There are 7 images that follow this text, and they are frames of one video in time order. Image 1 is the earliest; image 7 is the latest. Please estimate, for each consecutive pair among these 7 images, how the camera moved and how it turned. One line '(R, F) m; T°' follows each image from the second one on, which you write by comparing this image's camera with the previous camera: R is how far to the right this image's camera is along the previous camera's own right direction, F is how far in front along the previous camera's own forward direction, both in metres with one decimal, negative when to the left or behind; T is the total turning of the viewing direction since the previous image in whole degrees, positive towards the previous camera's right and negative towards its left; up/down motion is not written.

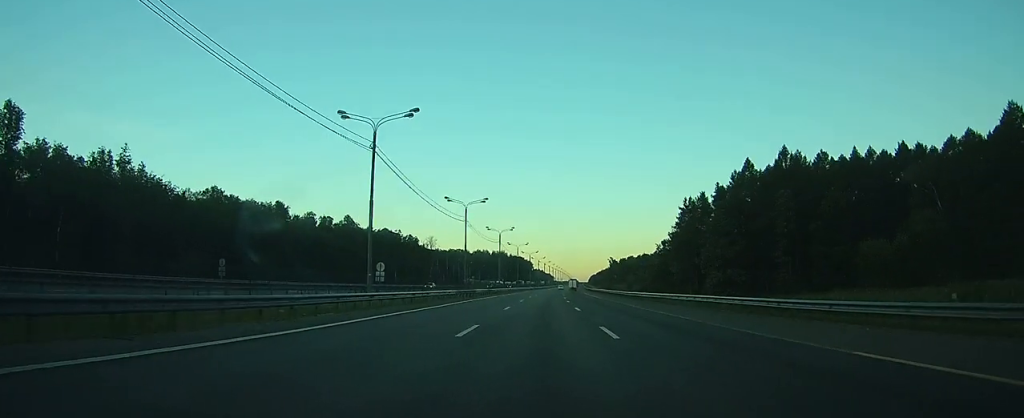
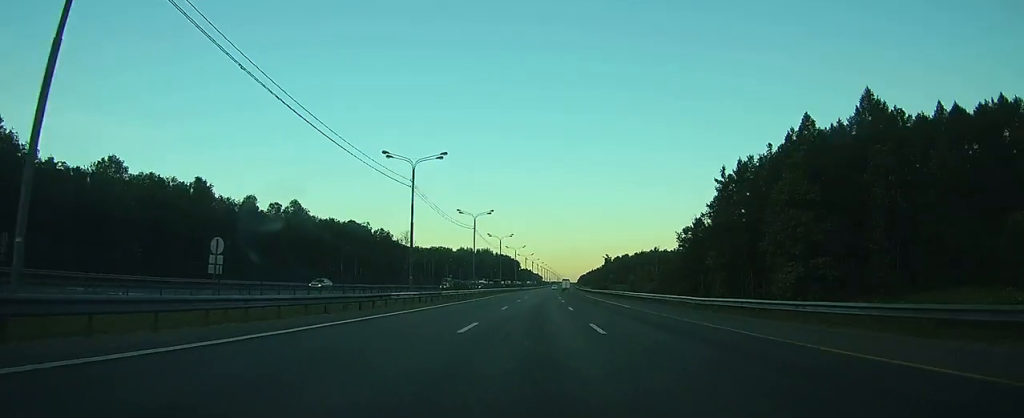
(+0.4, +30.3) m; +1°
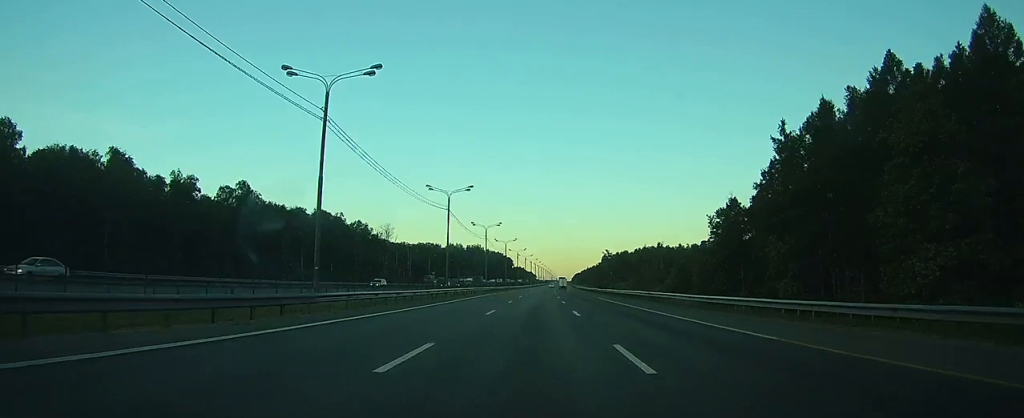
(+0.2, +23.4) m; +1°
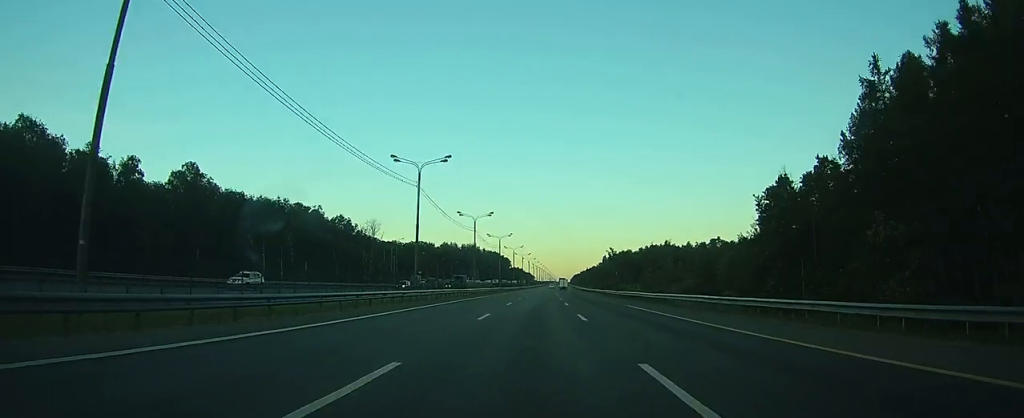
(+0.1, +19.0) m; 0°
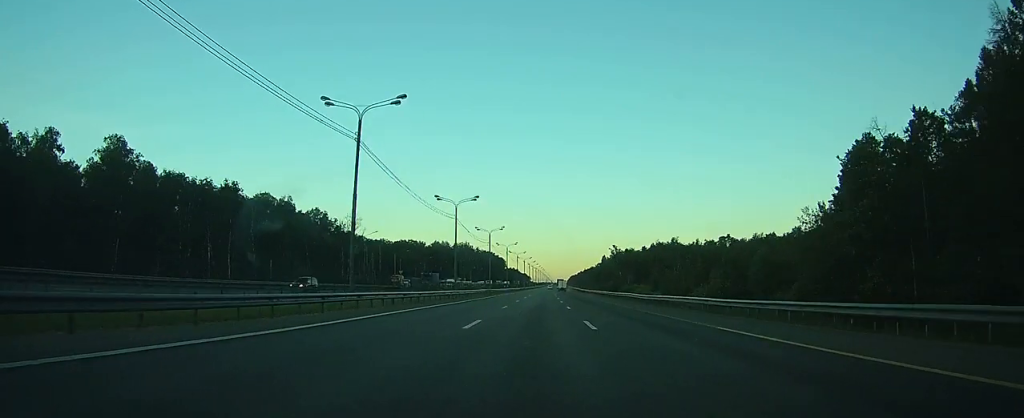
(0.0, +19.8) m; 0°
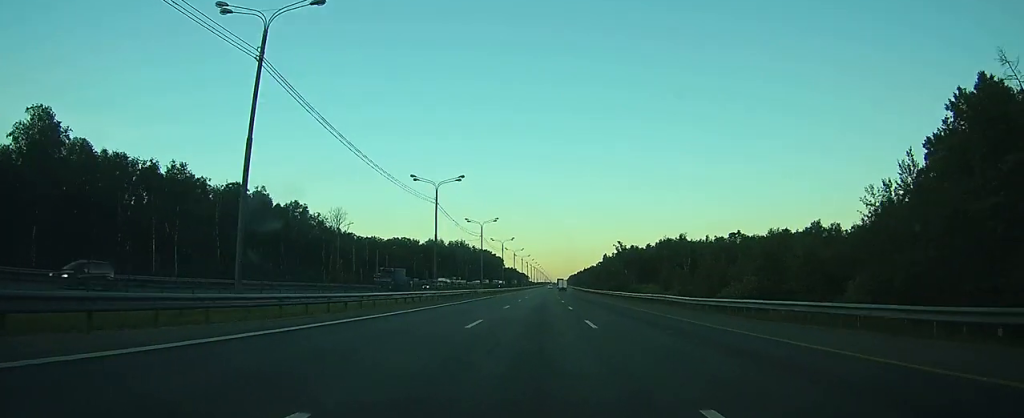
(0.0, +15.6) m; 0°
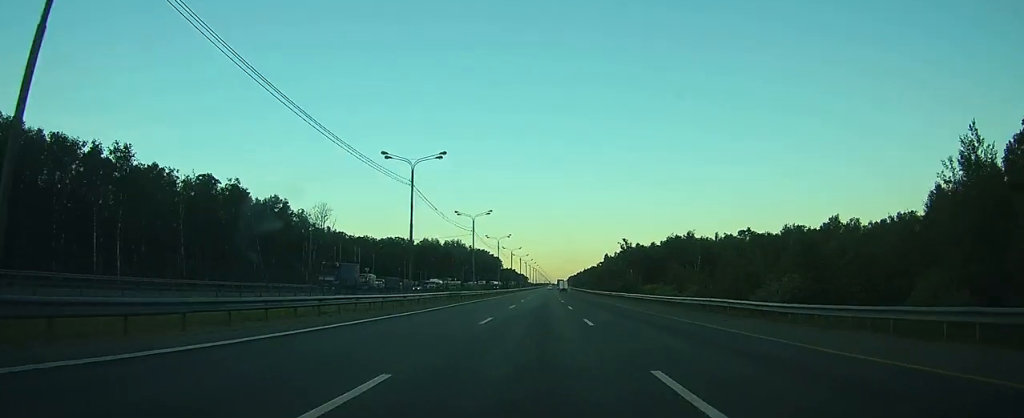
(0.0, +13.0) m; 0°
